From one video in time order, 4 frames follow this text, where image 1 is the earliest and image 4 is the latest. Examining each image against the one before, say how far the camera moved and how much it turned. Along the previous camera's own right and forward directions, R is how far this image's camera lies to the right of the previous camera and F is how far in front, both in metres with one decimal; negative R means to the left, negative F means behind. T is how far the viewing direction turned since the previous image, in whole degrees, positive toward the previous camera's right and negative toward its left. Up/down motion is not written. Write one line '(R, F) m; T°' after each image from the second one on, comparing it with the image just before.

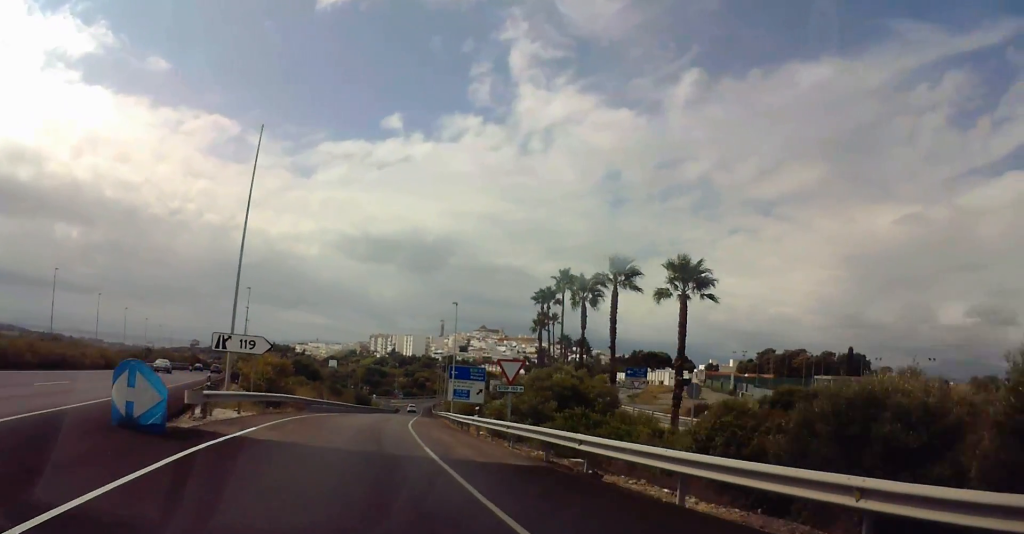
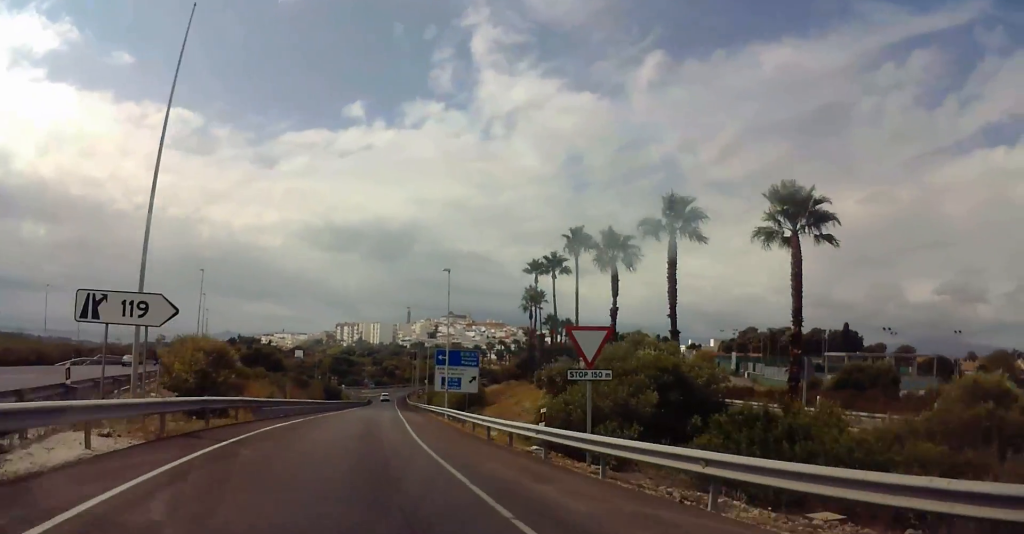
(+0.2, +13.2) m; +1°
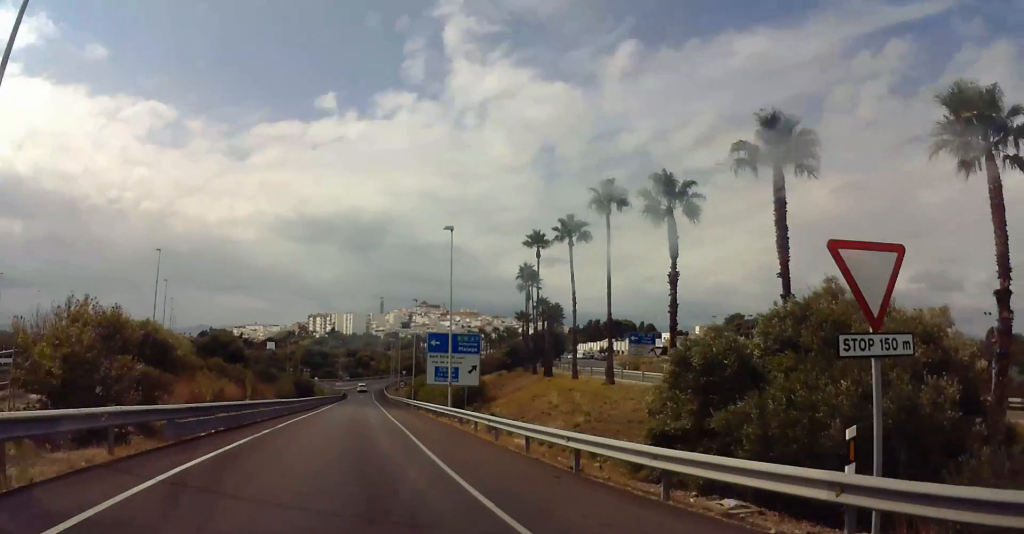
(+0.1, +10.9) m; 0°
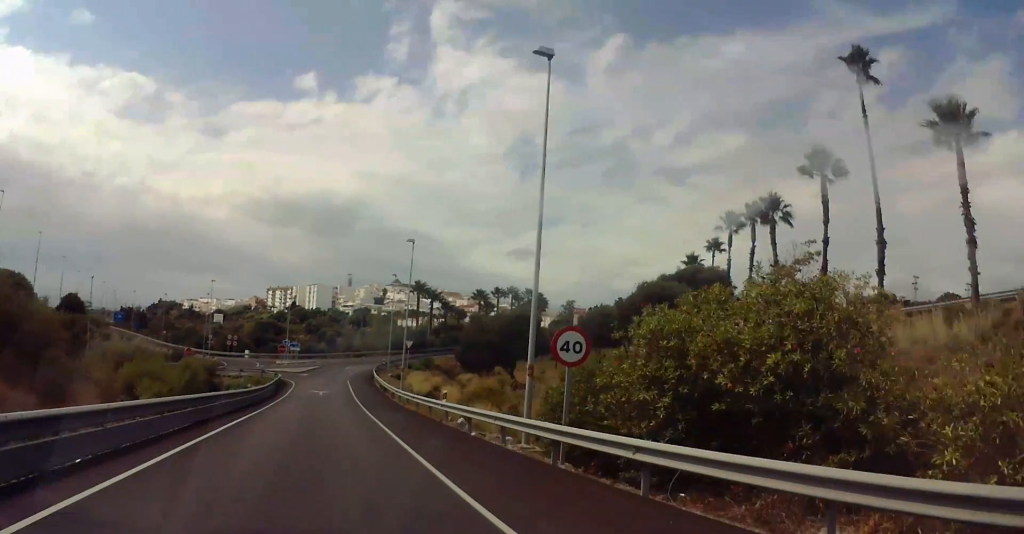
(-1.1, +76.1) m; -3°
